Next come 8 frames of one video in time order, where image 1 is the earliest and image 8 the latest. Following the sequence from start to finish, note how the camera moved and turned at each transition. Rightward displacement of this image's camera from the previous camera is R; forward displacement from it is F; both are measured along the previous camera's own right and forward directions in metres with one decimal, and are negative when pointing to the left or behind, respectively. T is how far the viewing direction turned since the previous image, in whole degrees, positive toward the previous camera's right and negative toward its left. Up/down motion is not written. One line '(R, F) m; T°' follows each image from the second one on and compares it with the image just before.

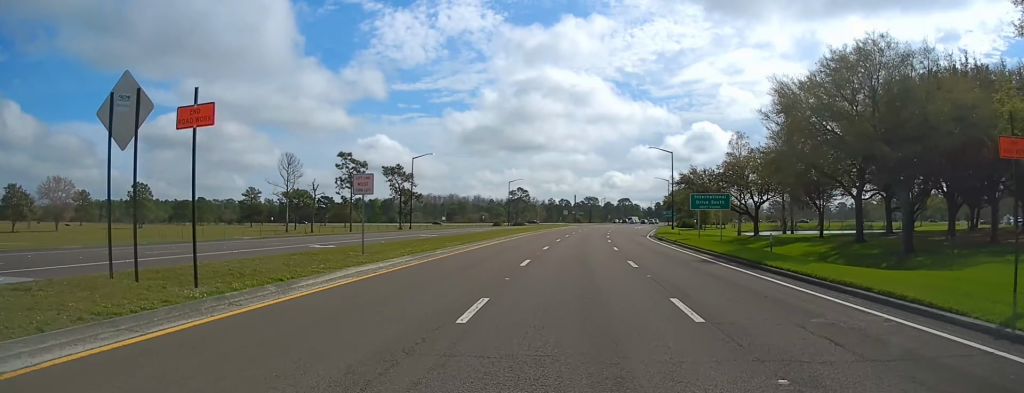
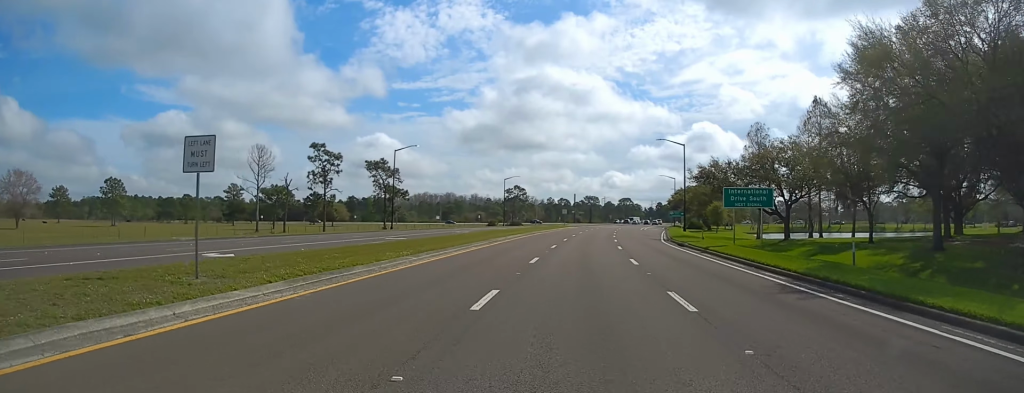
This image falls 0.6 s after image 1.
(-0.1, +10.5) m; 0°
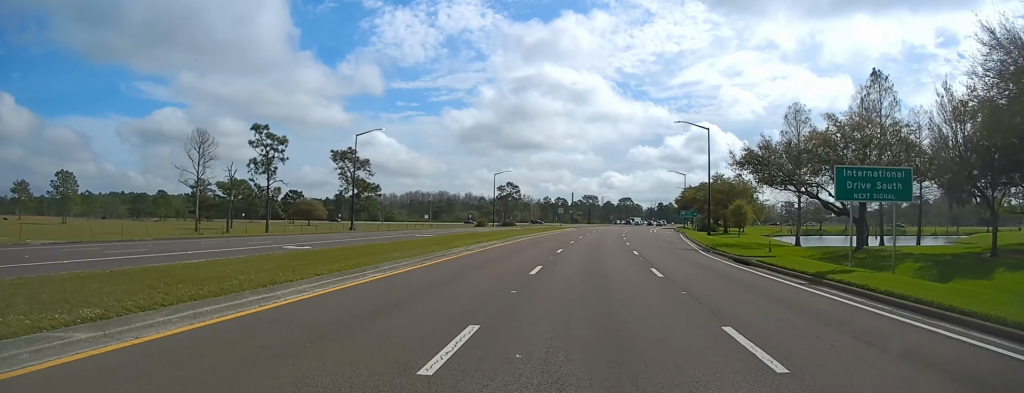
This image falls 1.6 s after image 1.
(+0.2, +16.4) m; +1°
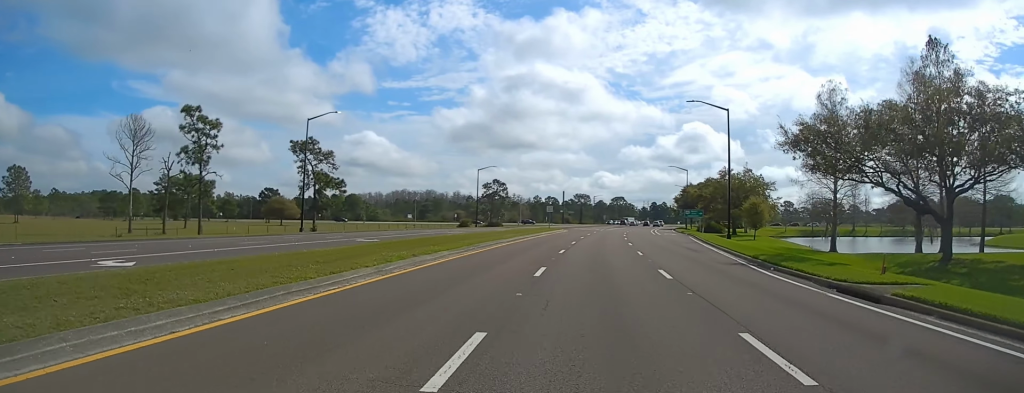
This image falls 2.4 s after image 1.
(+0.1, +12.5) m; +1°
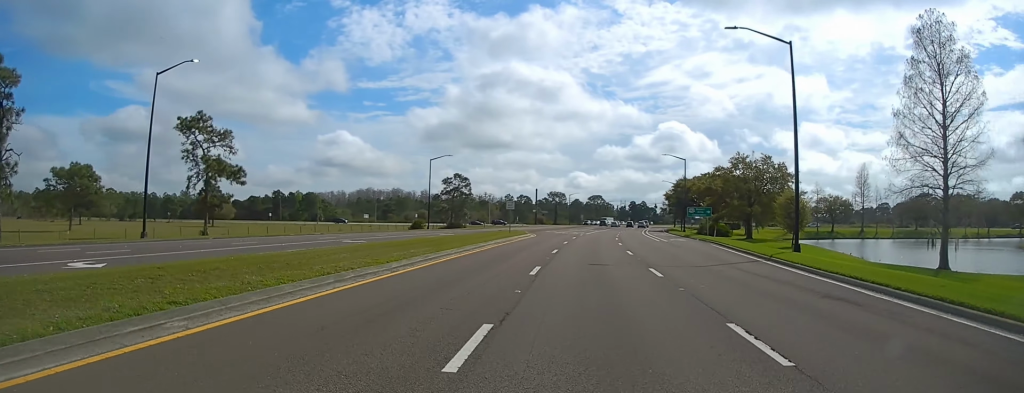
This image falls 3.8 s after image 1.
(+0.2, +23.0) m; +2°
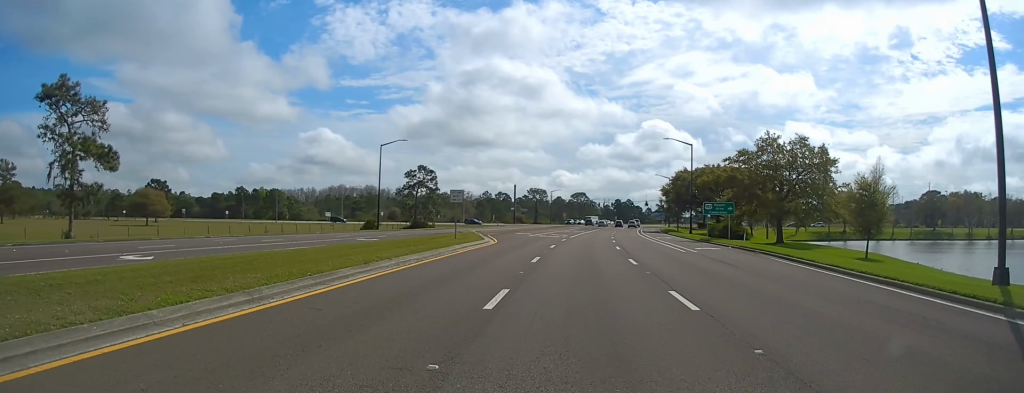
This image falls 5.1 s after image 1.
(+0.5, +19.3) m; +1°
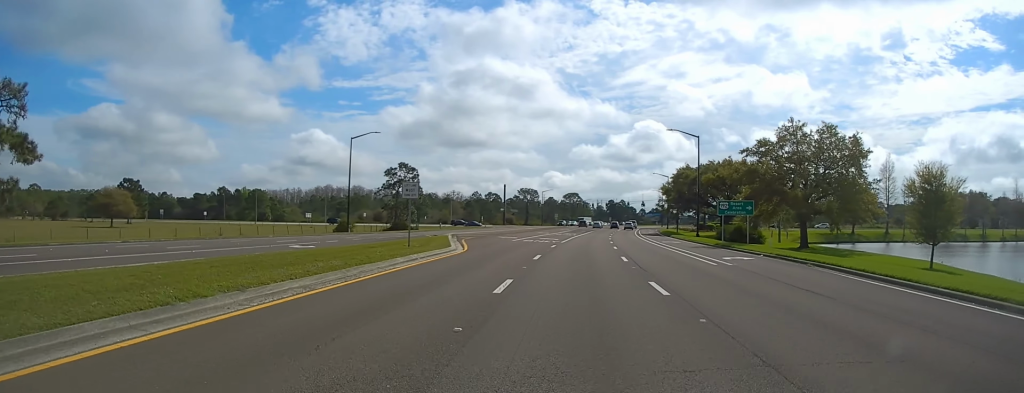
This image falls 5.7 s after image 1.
(-0.2, +9.3) m; 0°
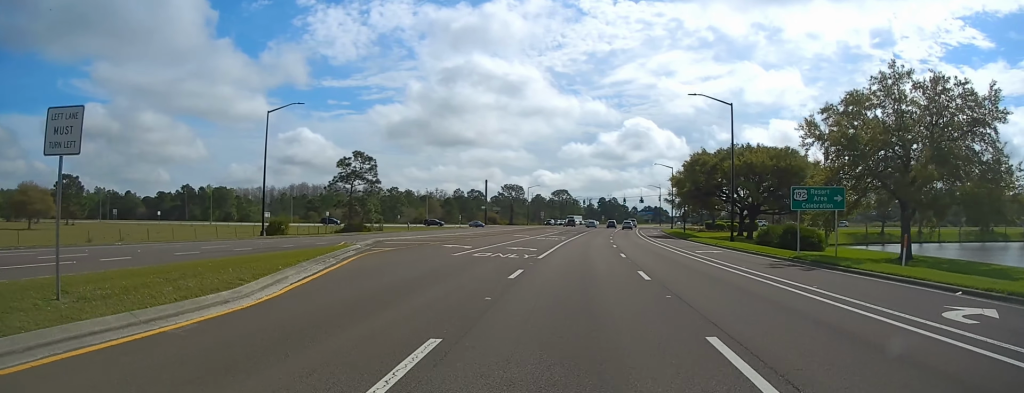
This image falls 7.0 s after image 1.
(+0.3, +20.4) m; +1°
